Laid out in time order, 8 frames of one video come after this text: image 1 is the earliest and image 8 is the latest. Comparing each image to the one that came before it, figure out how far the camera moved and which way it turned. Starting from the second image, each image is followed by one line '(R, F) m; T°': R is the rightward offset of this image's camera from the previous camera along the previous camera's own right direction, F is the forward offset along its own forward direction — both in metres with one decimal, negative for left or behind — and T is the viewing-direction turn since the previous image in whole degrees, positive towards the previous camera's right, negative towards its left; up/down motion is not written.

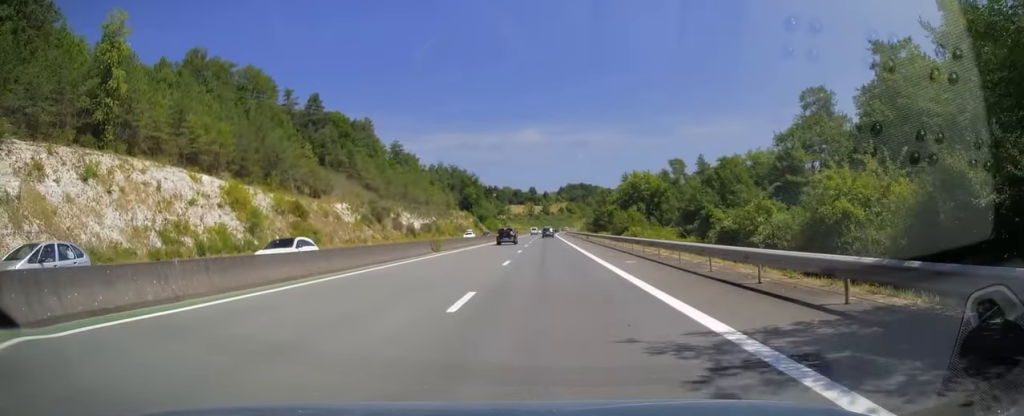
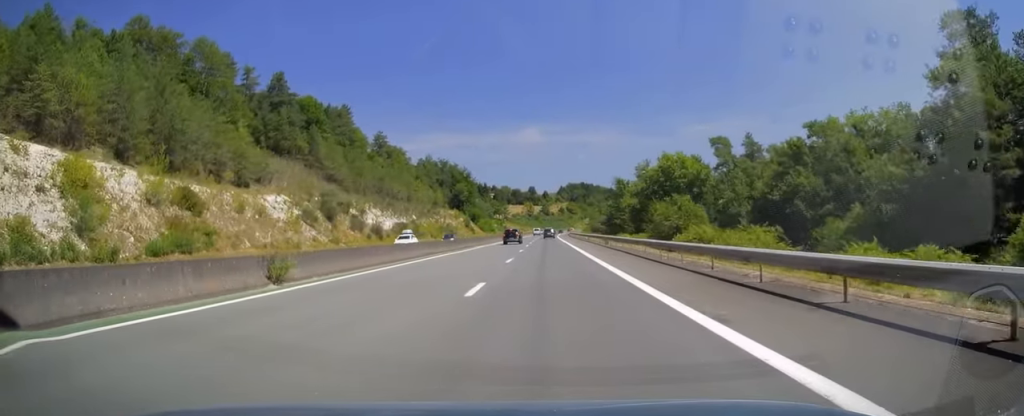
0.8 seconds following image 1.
(0.0, +23.8) m; 0°
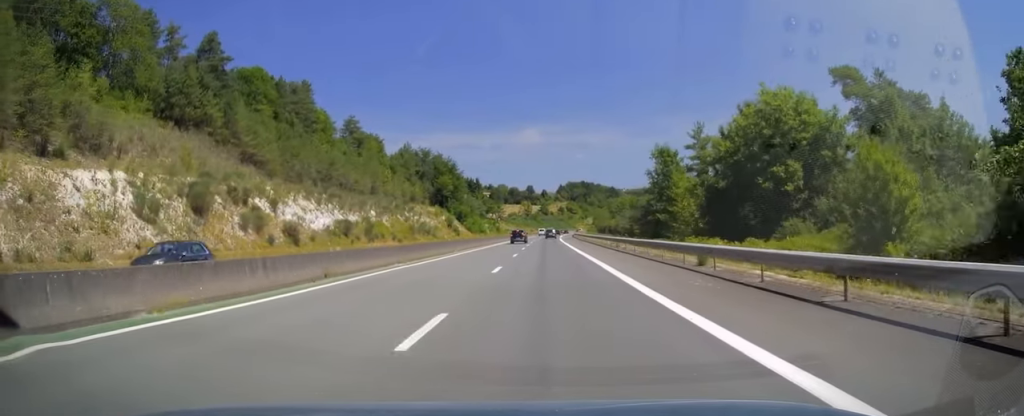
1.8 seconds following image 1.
(+0.1, +31.9) m; 0°
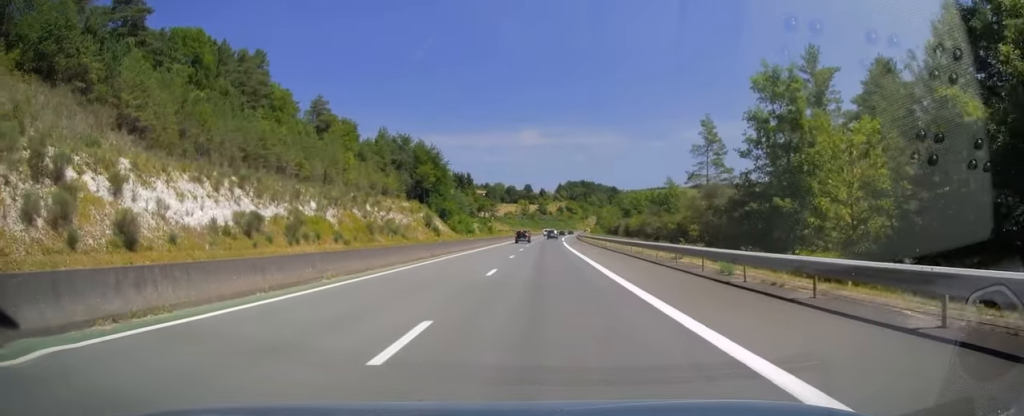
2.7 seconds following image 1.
(+0.1, +26.8) m; 0°
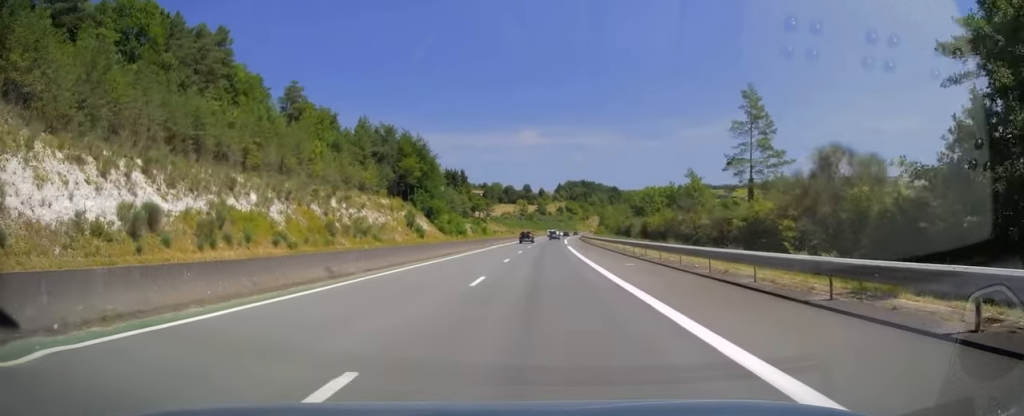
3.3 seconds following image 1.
(-0.1, +16.7) m; 0°
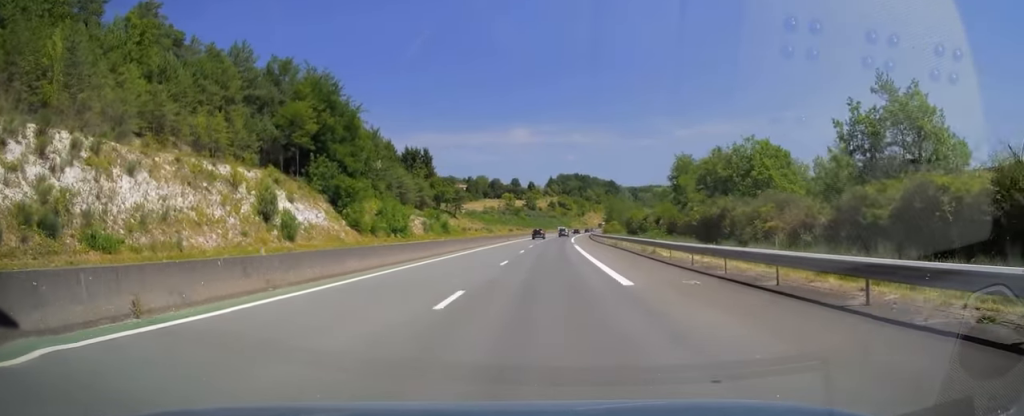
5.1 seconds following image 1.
(+0.2, +57.4) m; +1°
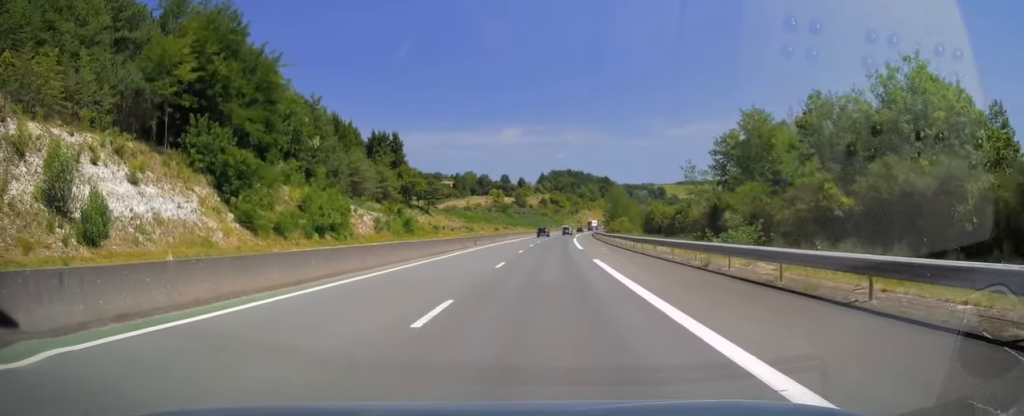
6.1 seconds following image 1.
(+0.2, +28.1) m; +1°
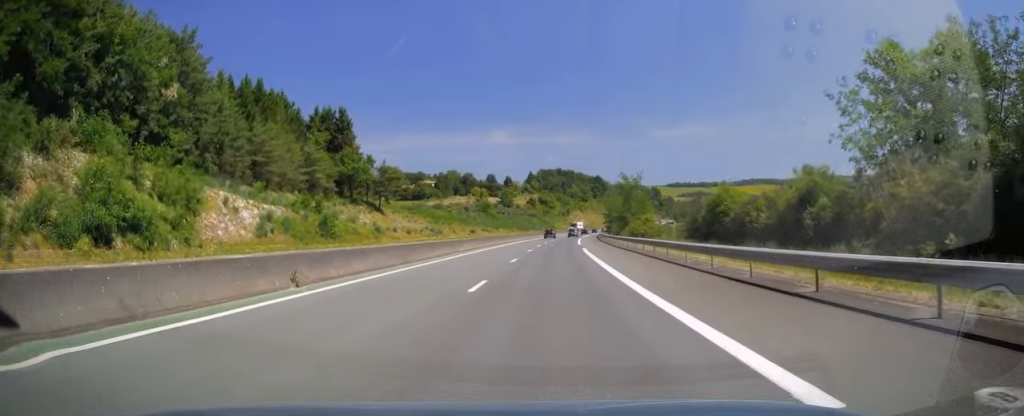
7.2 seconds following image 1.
(+0.4, +34.2) m; +1°
